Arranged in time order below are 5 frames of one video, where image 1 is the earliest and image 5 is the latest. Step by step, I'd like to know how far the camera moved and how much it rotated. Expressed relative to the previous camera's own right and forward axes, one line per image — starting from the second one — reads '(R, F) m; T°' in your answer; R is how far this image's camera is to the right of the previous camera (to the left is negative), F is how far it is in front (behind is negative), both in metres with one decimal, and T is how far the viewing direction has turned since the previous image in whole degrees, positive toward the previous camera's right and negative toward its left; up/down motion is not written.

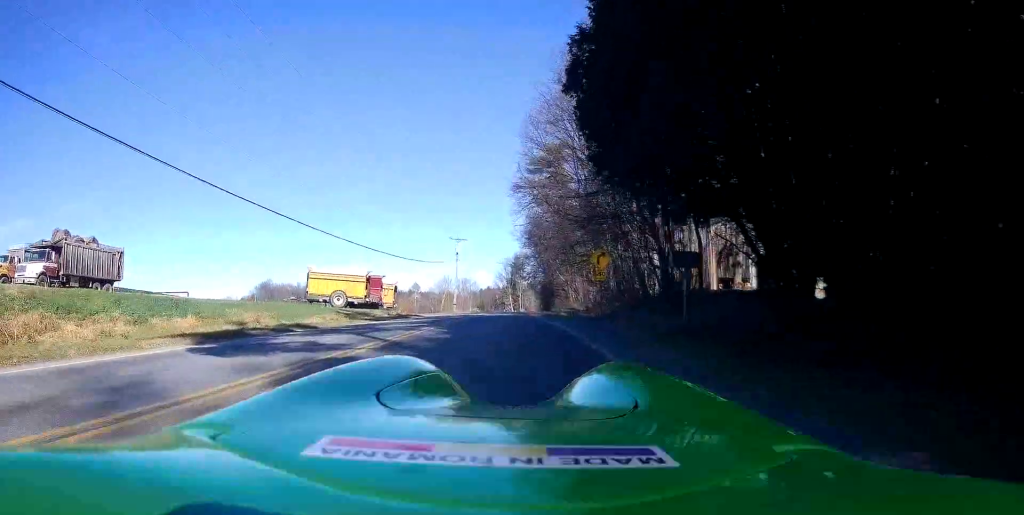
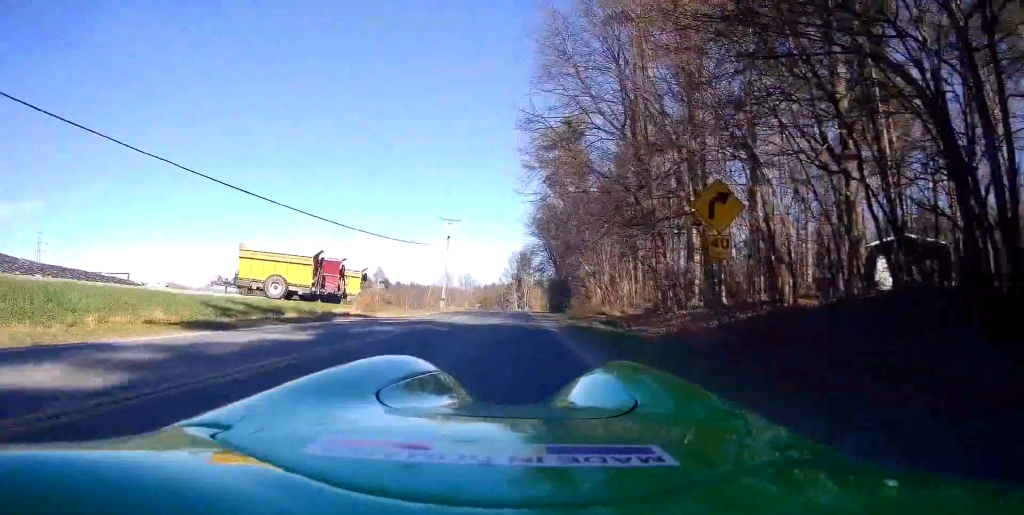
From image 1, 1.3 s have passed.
(-0.1, +14.8) m; +1°
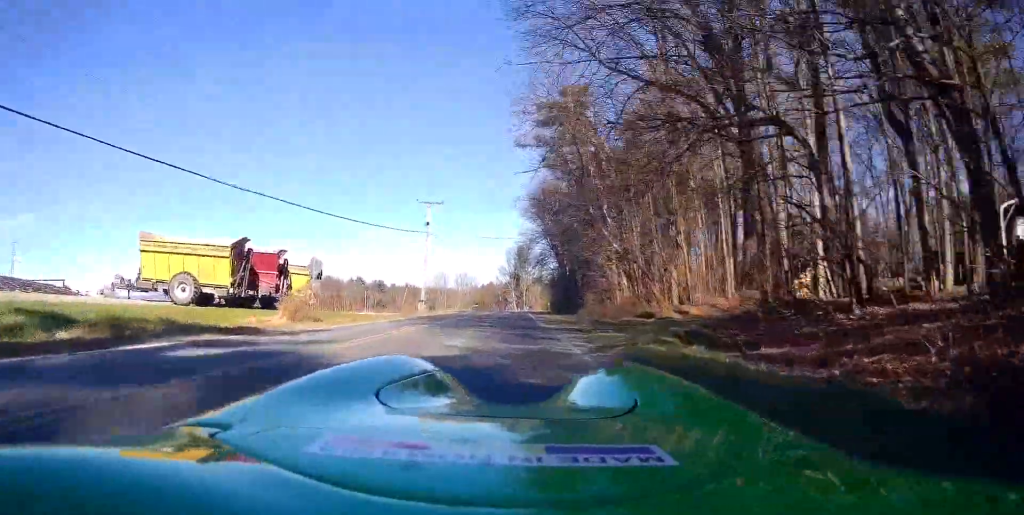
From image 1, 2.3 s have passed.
(+0.2, +11.2) m; -1°
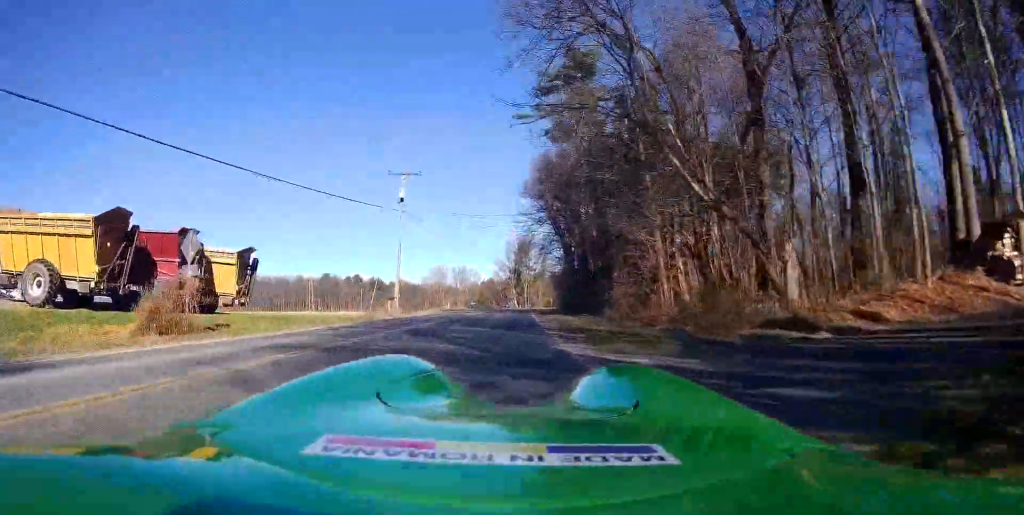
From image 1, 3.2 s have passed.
(-0.4, +10.2) m; -1°
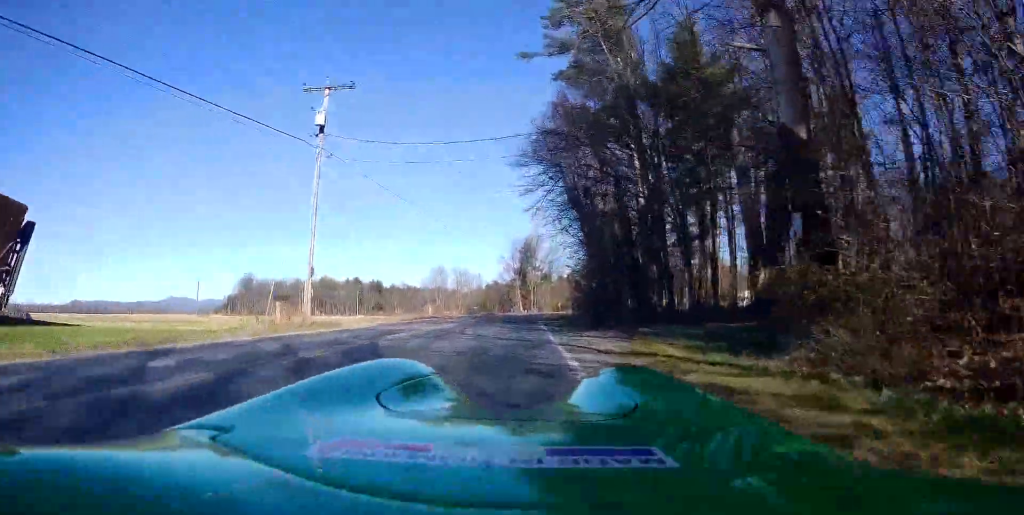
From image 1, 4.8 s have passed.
(+0.8, +17.0) m; +2°
